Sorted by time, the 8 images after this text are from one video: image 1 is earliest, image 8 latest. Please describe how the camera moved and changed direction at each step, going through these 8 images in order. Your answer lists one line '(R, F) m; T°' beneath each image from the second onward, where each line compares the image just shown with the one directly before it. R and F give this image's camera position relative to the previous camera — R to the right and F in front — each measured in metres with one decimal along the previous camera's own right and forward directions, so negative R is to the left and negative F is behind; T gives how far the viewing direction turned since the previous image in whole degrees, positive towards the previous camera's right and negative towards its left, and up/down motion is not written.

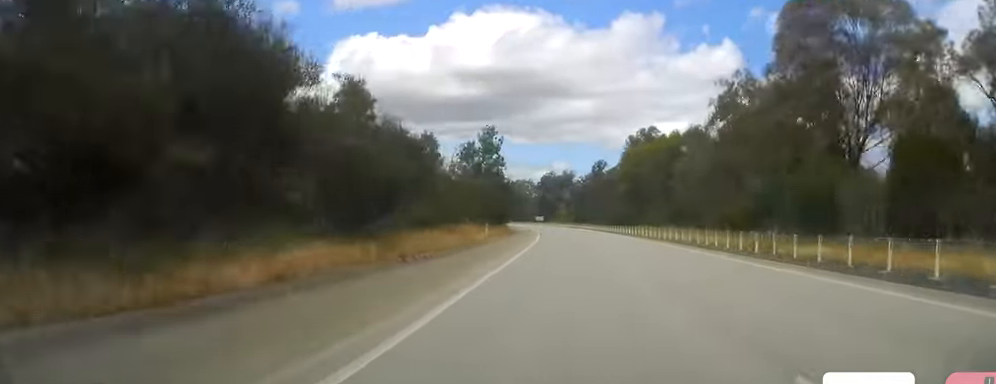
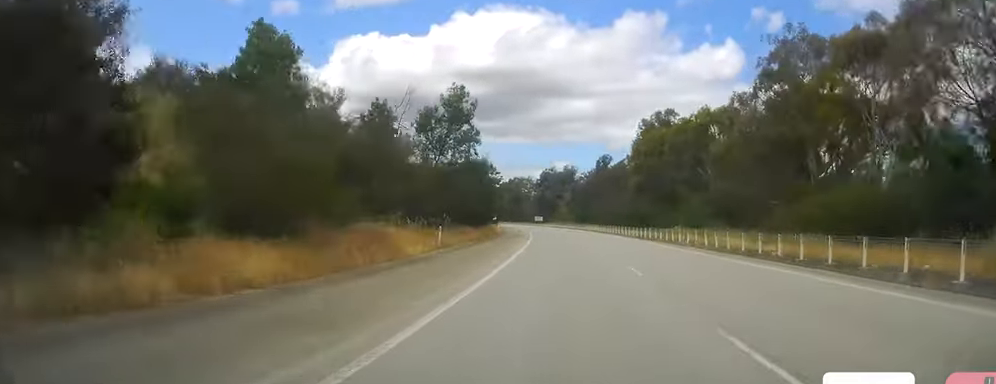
(+0.1, +21.0) m; +1°
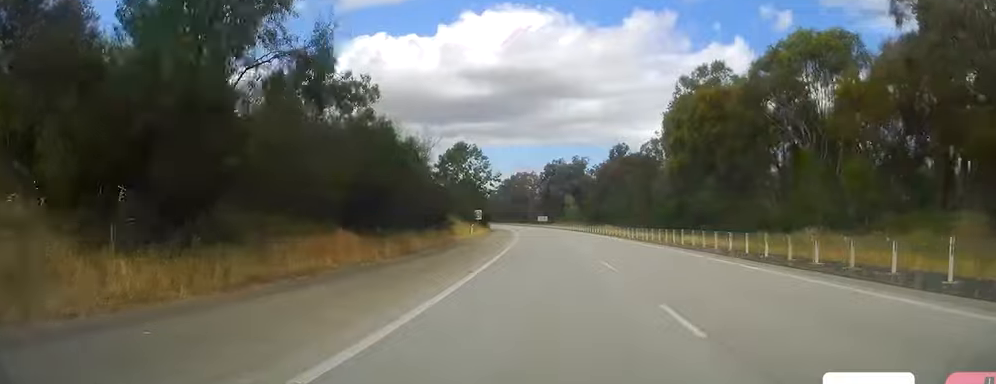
(+0.2, +32.5) m; 0°
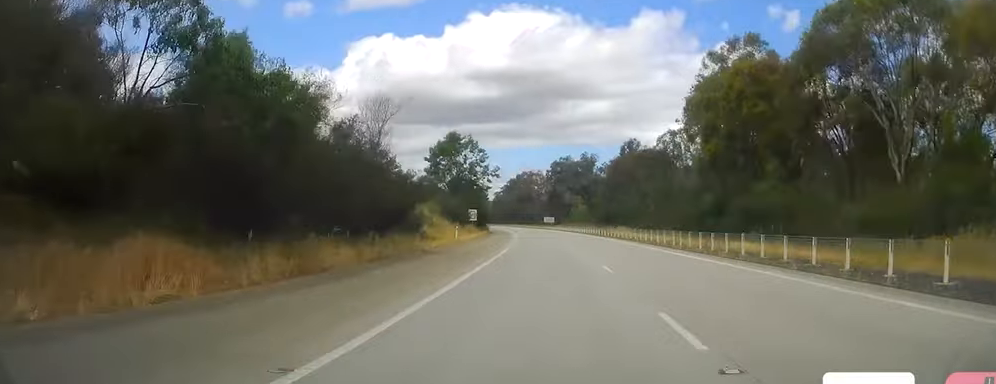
(-0.1, +12.5) m; 0°
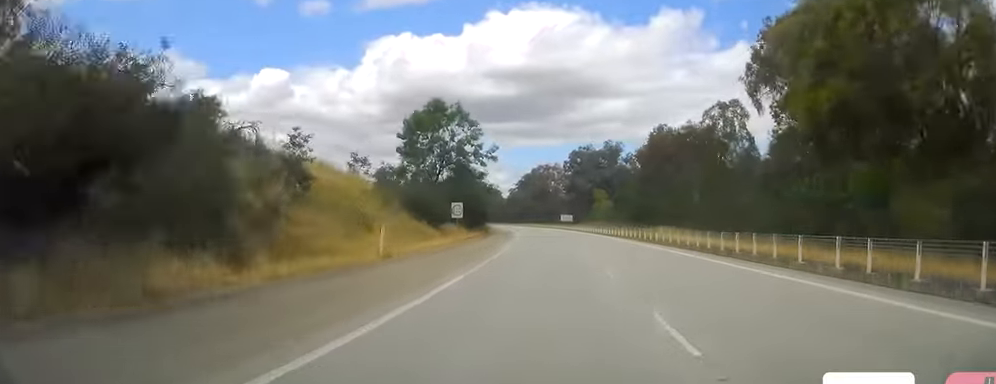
(-0.1, +24.0) m; -1°
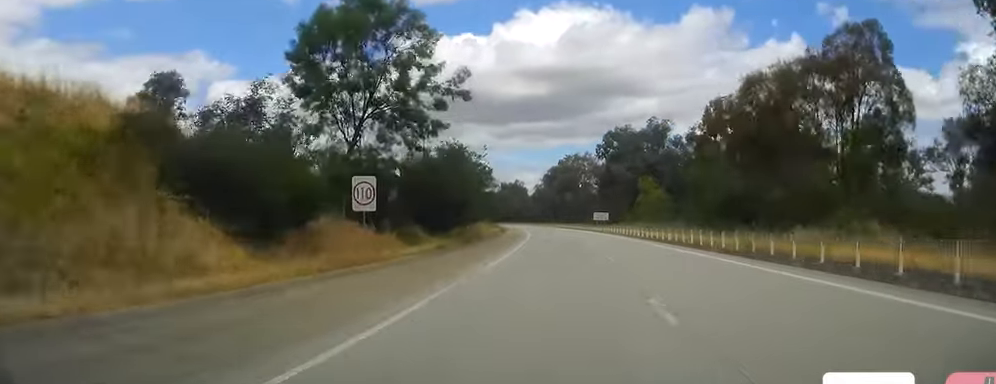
(-0.5, +33.6) m; -3°
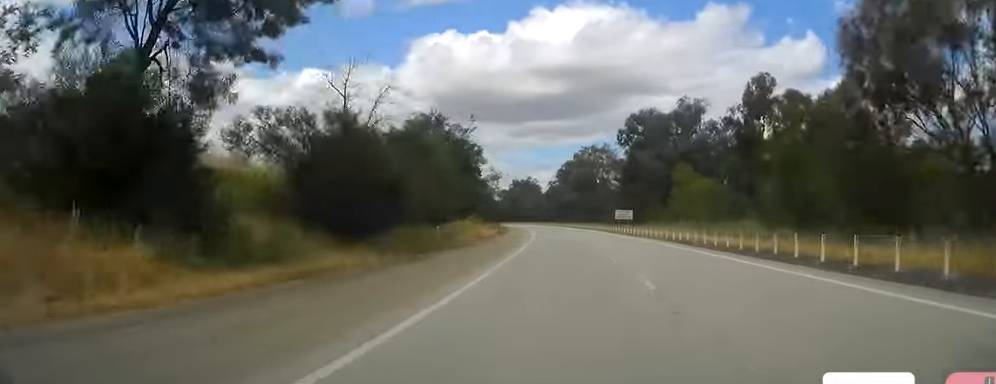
(-0.2, +19.1) m; -2°
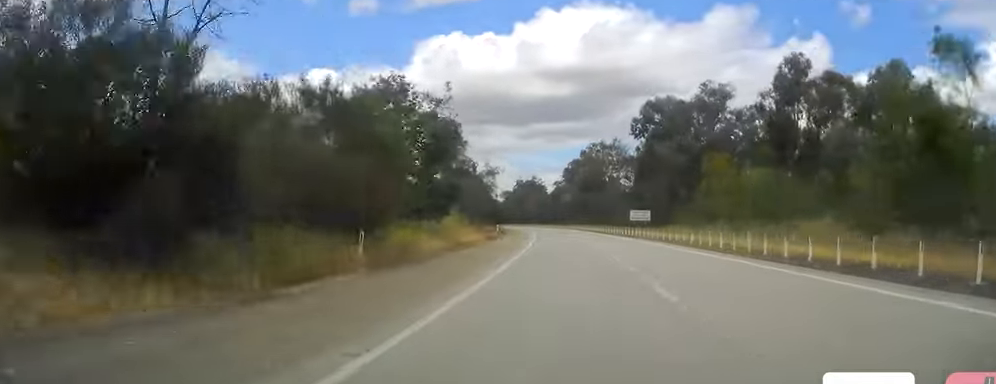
(-0.4, +13.4) m; 0°
